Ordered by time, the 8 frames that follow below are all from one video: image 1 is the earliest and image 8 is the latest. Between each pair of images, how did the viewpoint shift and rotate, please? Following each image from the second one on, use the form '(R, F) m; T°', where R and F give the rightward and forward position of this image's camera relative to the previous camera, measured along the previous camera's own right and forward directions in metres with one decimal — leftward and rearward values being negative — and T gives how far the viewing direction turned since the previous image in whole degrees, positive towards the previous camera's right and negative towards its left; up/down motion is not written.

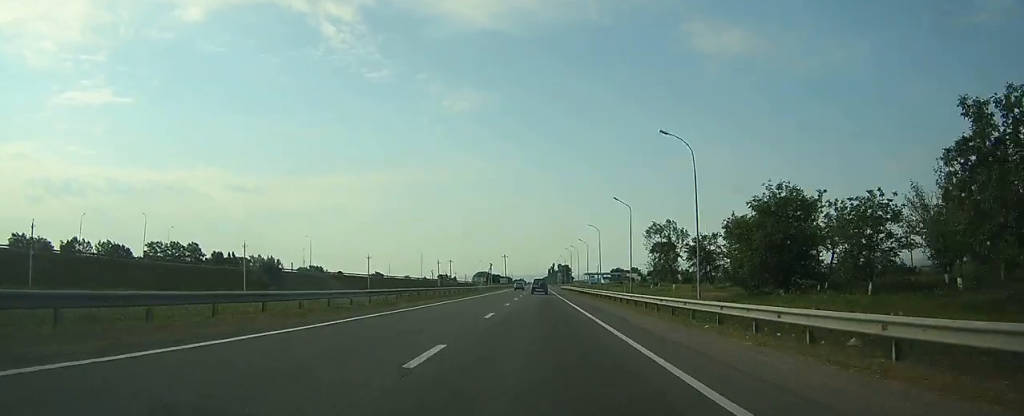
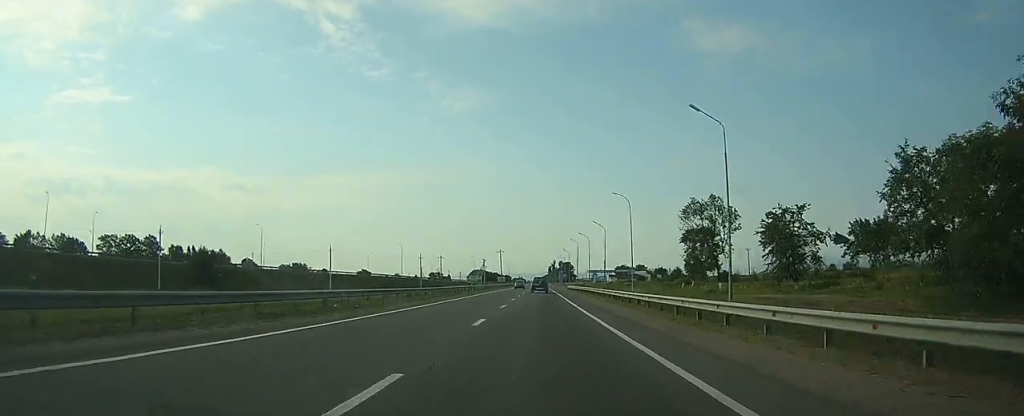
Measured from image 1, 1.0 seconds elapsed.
(0.0, +27.6) m; 0°
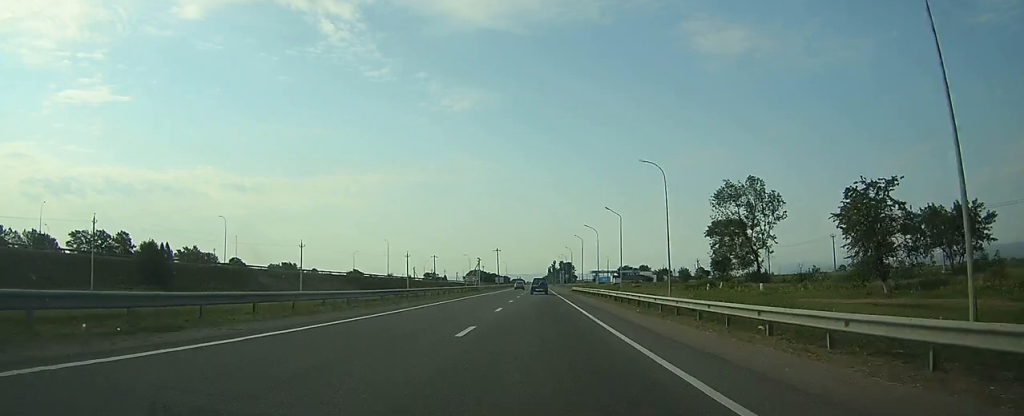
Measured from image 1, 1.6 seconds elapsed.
(0.0, +15.2) m; 0°
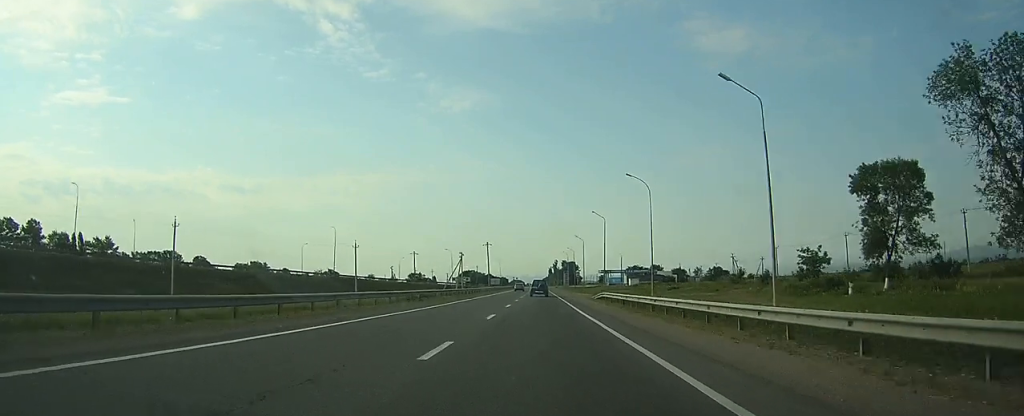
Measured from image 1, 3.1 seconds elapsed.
(0.0, +40.1) m; 0°
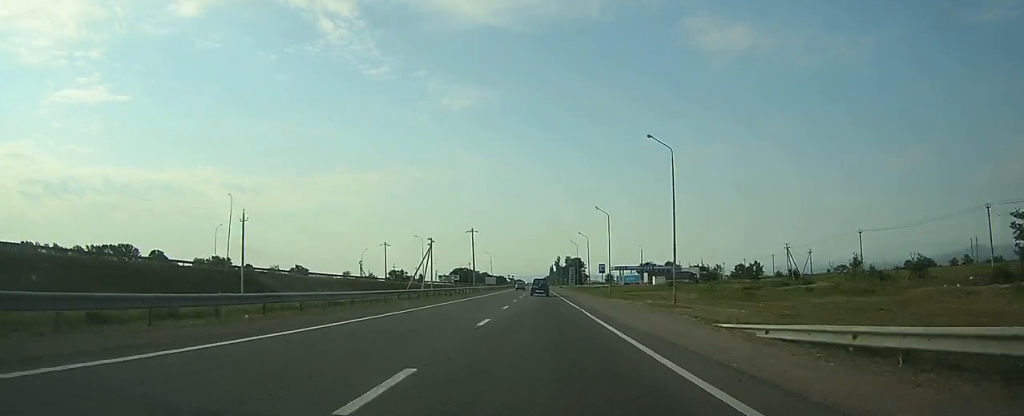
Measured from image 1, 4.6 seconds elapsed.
(+0.1, +39.9) m; 0°
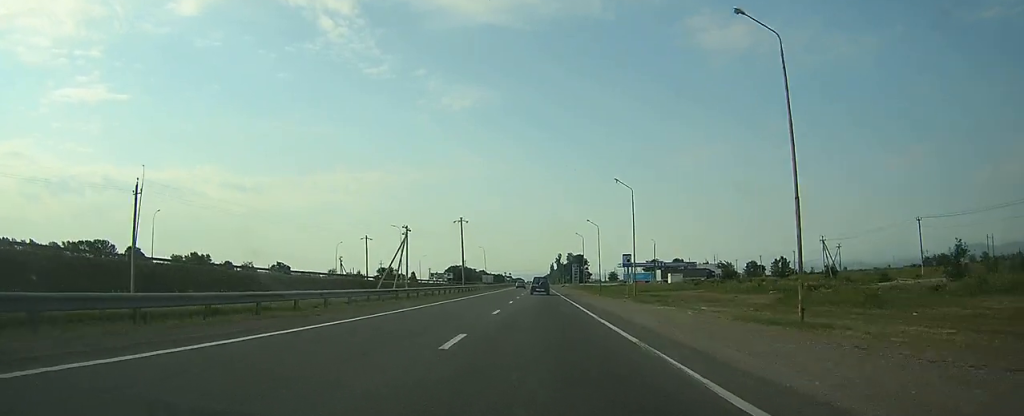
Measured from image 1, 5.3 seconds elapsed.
(0.0, +18.6) m; 0°
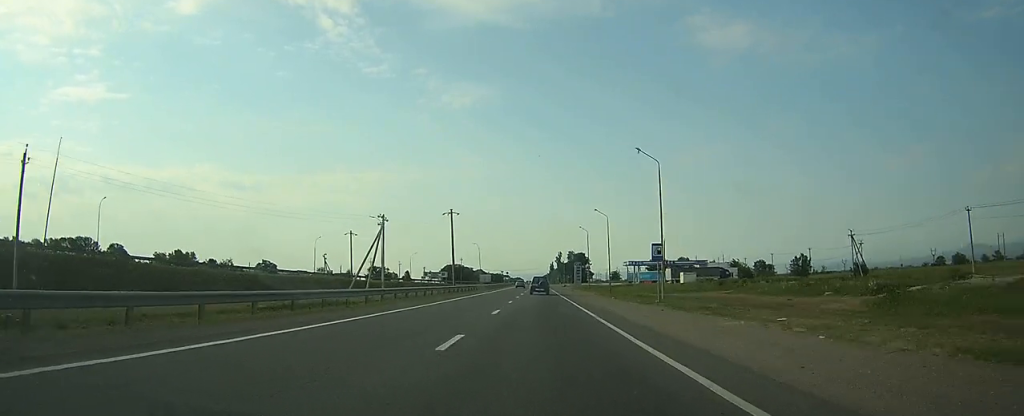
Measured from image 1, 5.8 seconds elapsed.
(0.0, +12.3) m; 0°
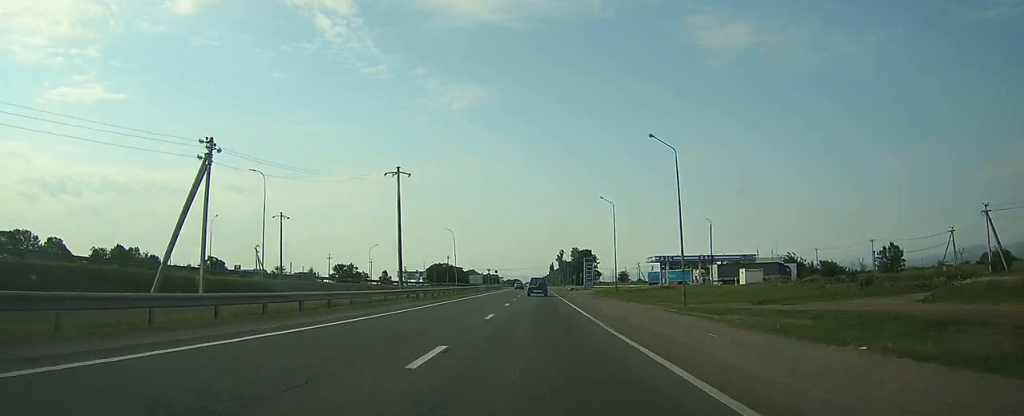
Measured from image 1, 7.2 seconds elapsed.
(-0.1, +38.4) m; 0°
